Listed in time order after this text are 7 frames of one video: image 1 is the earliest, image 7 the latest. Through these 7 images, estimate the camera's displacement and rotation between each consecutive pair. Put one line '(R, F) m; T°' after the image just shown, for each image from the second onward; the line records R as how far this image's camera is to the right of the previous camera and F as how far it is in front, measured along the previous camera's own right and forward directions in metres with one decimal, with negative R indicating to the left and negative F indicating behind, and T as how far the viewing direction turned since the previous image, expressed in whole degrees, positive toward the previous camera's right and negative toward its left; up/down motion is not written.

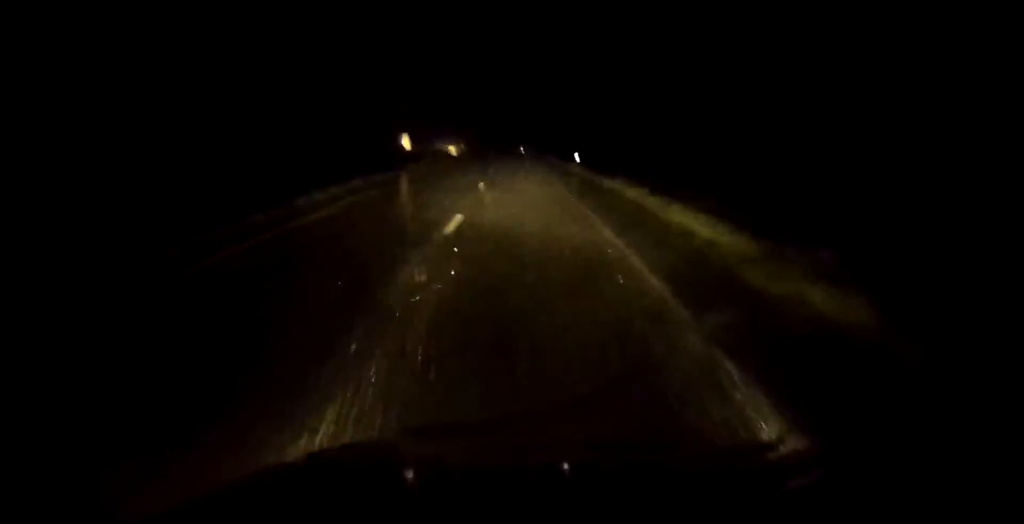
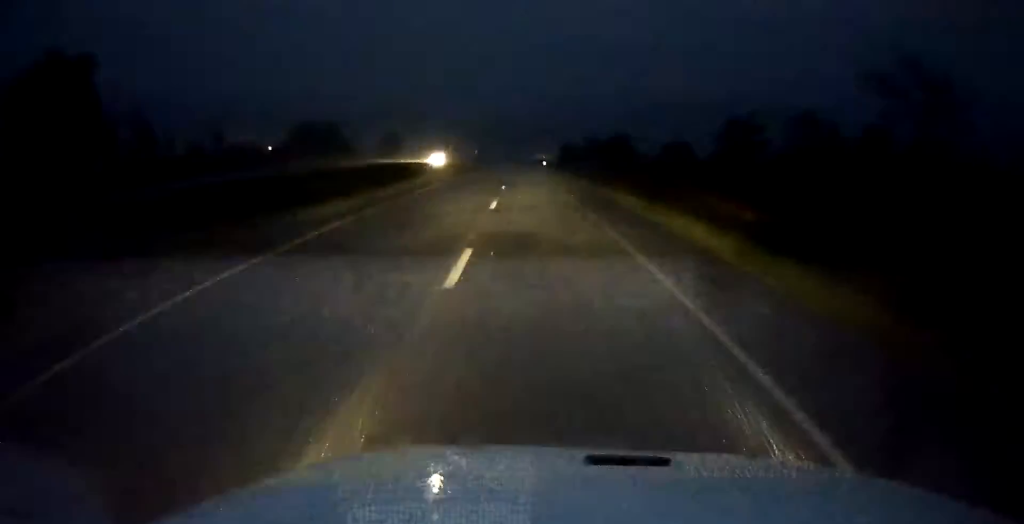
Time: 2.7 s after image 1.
(-0.1, +76.9) m; 0°
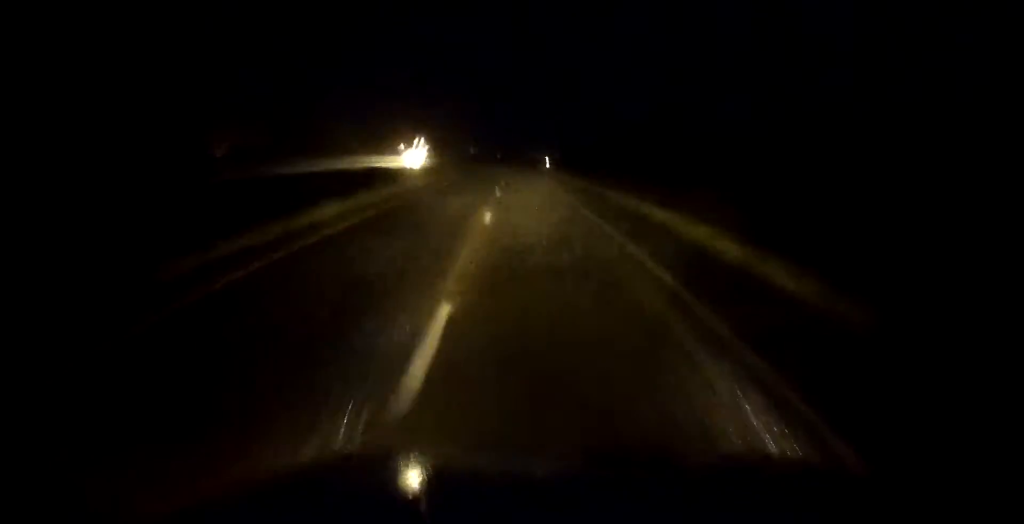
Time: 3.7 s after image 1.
(-0.1, +28.9) m; 0°
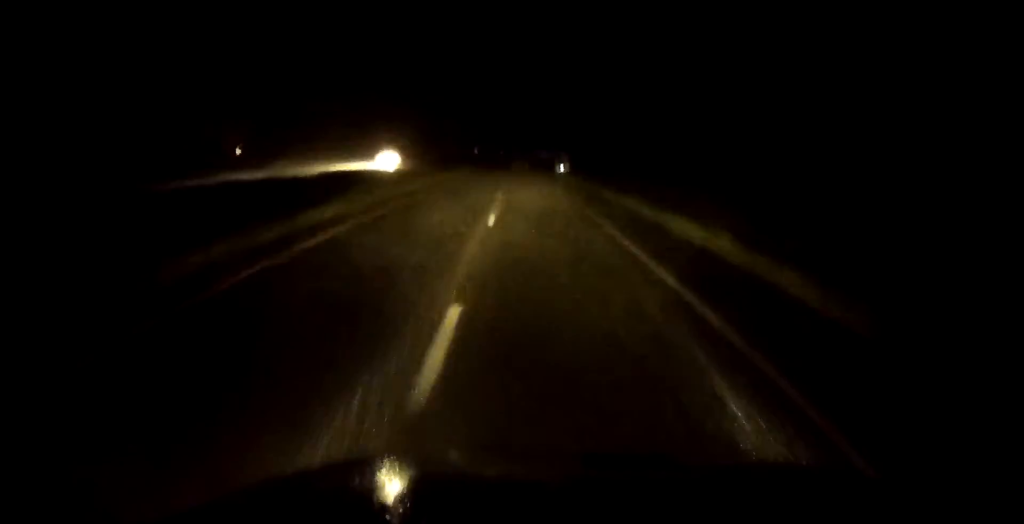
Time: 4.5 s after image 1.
(0.0, +24.4) m; 0°
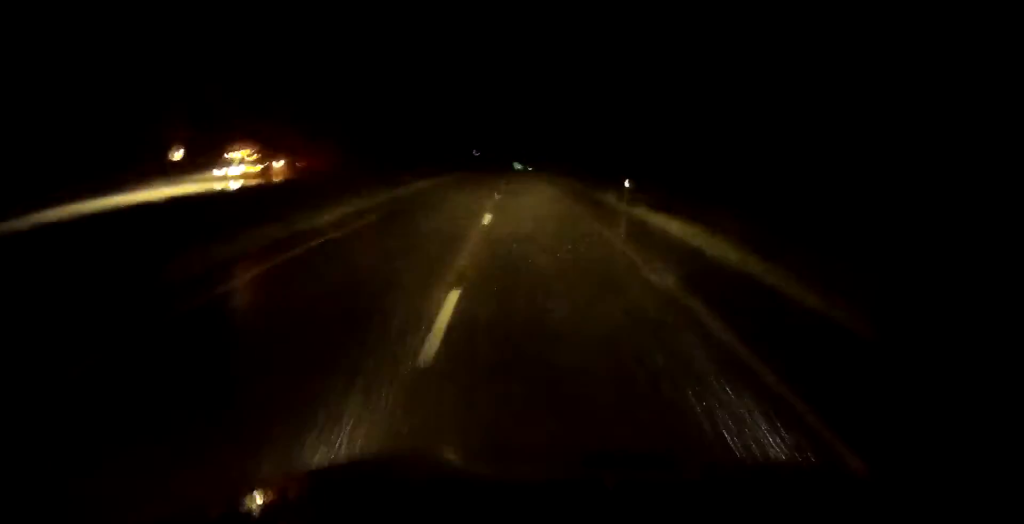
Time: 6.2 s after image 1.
(-0.2, +48.1) m; -1°
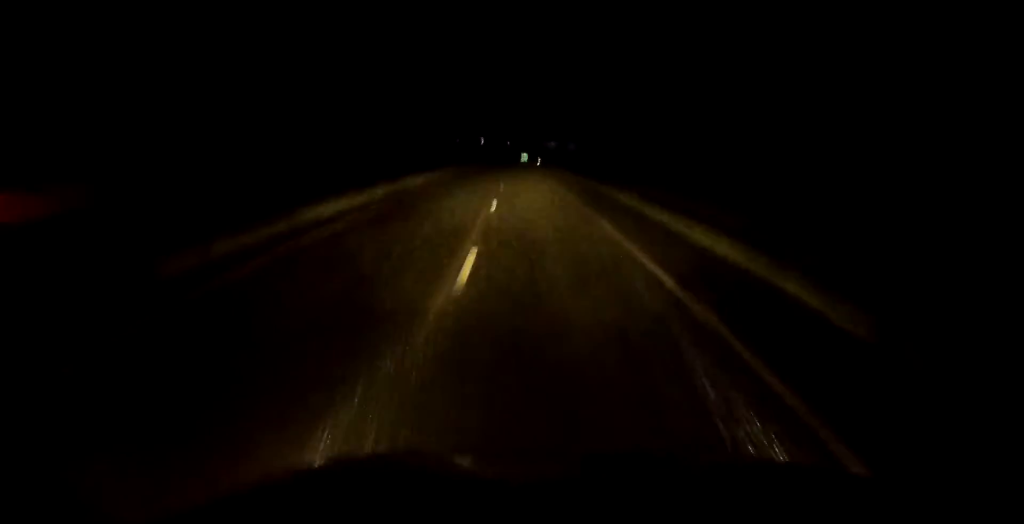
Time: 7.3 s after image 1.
(-0.2, +33.7) m; 0°
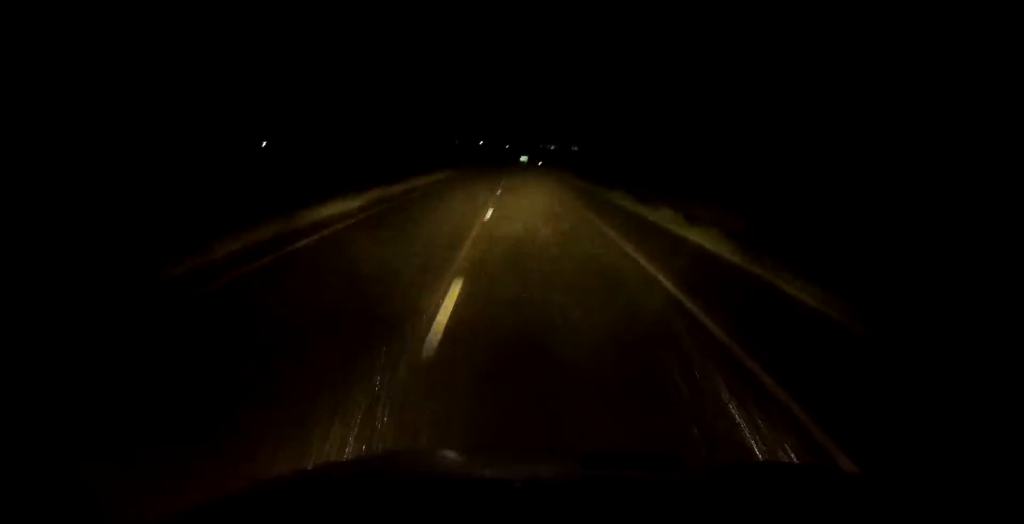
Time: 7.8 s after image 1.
(0.0, +14.9) m; 0°
